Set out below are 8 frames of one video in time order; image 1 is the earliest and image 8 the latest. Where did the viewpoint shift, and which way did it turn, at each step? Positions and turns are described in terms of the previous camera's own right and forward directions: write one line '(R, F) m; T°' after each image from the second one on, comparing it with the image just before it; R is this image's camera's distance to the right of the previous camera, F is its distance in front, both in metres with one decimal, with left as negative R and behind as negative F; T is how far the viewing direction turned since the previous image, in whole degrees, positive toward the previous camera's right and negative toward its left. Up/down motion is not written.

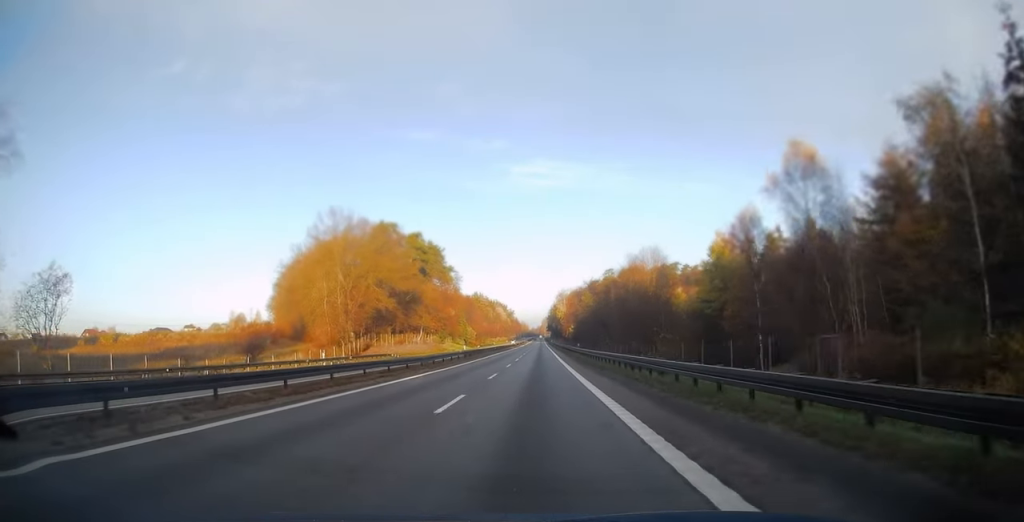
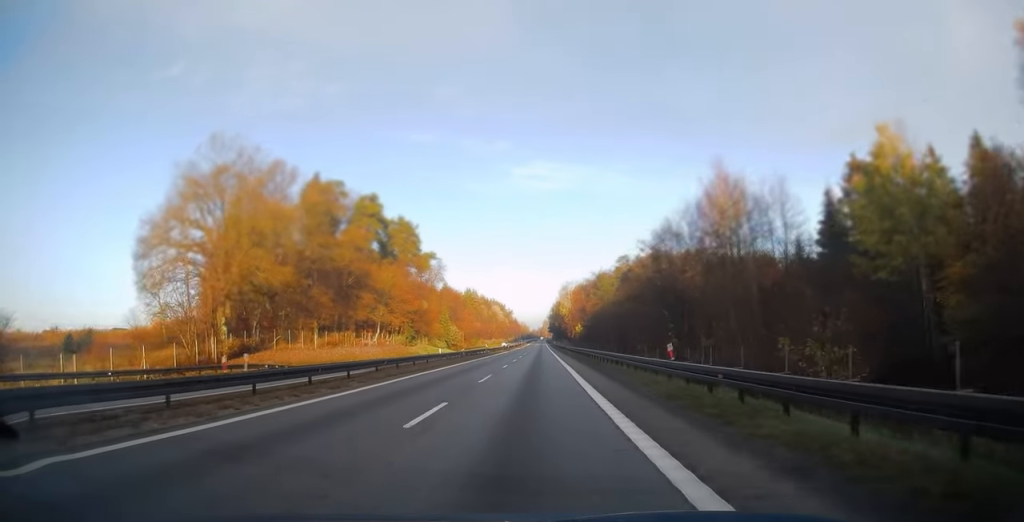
(0.0, +37.9) m; 0°
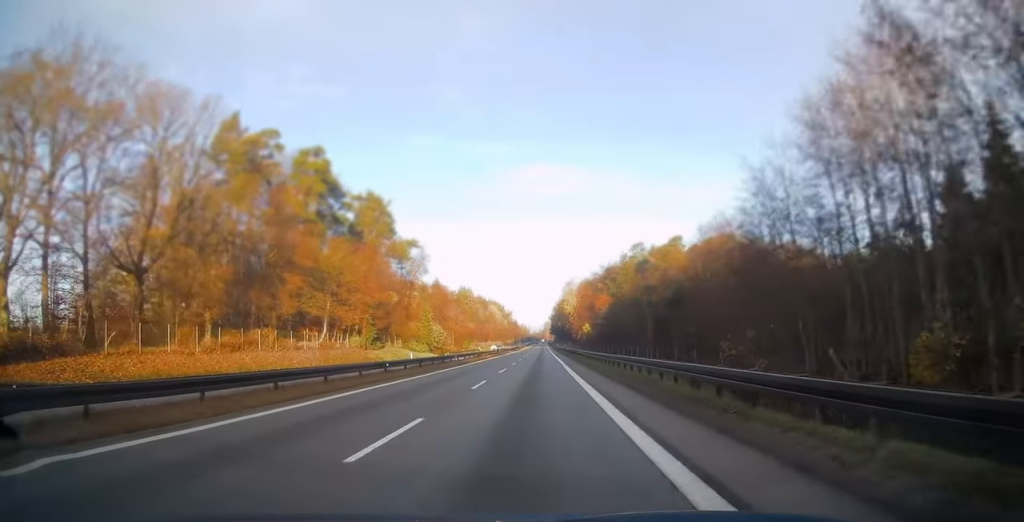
(-0.1, +26.5) m; 0°
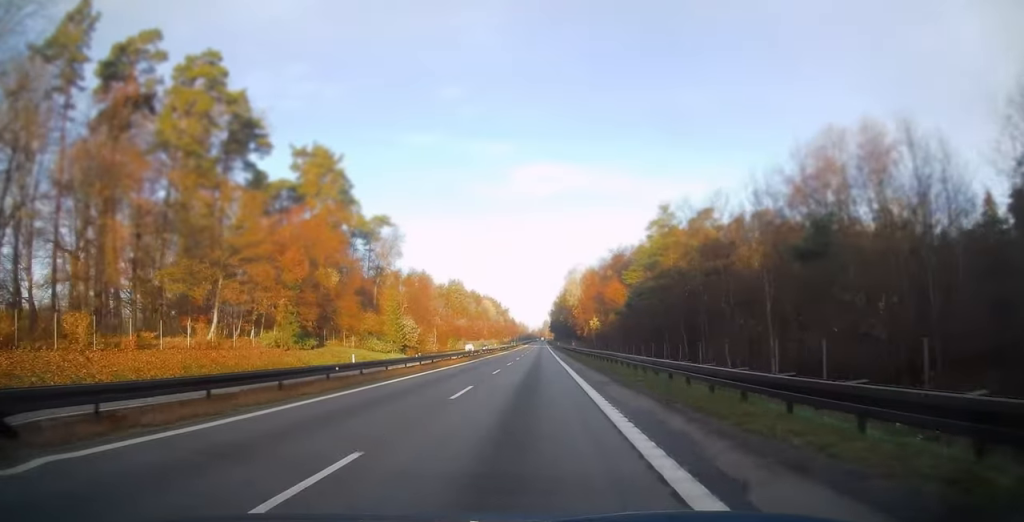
(+0.2, +27.6) m; 0°
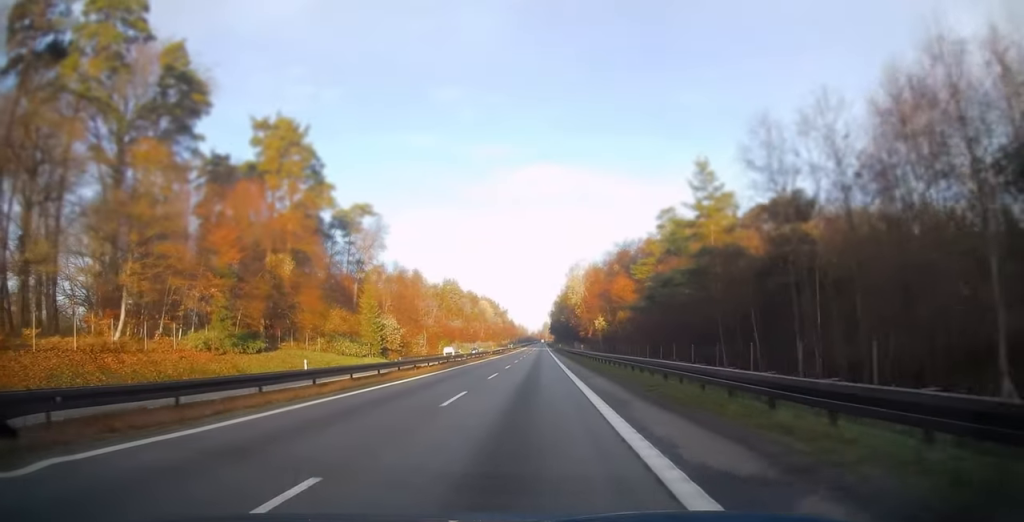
(-0.1, +13.3) m; 0°
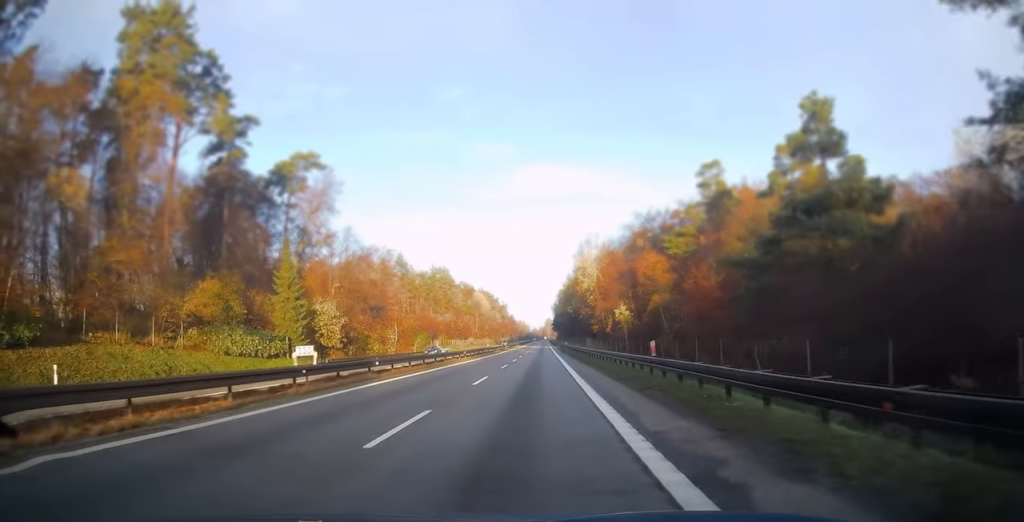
(0.0, +29.7) m; 0°
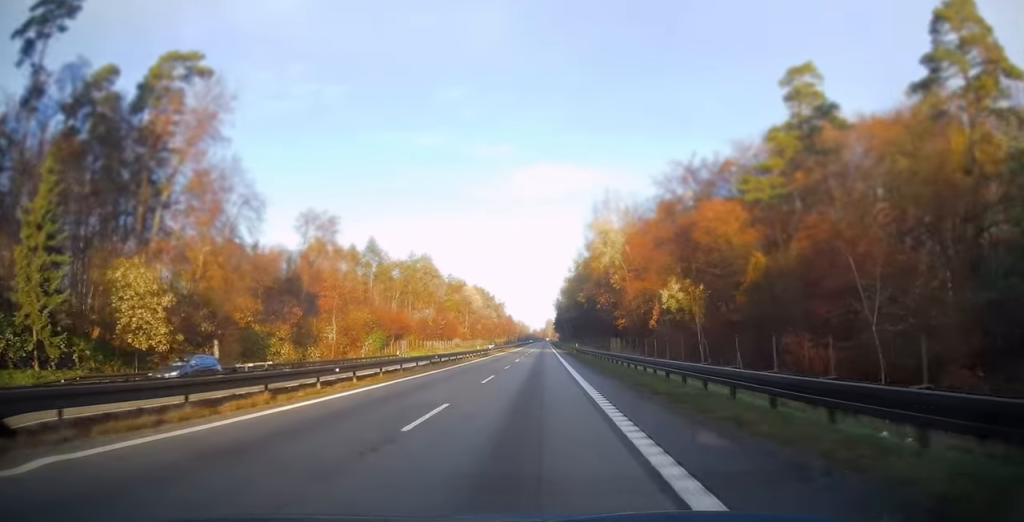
(0.0, +34.0) m; 0°
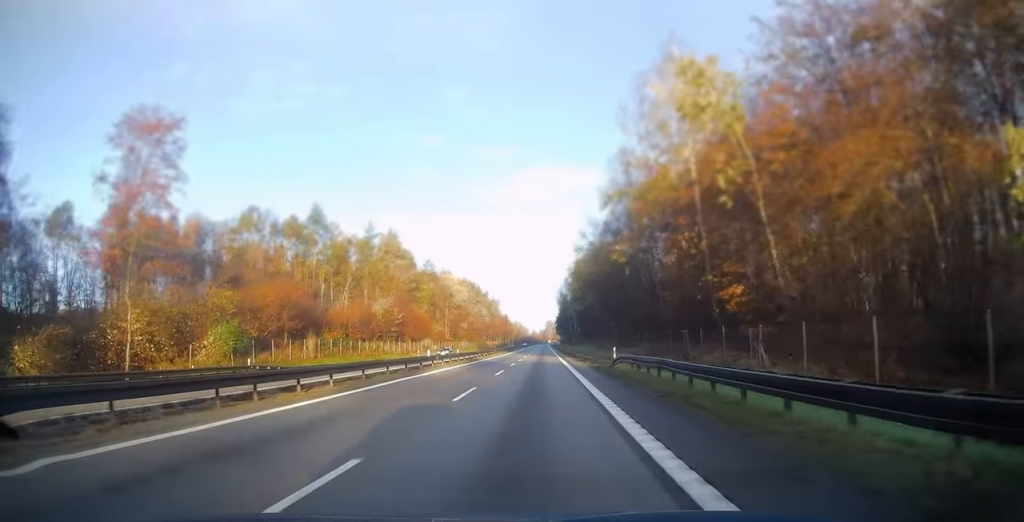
(-0.2, +42.4) m; 0°
